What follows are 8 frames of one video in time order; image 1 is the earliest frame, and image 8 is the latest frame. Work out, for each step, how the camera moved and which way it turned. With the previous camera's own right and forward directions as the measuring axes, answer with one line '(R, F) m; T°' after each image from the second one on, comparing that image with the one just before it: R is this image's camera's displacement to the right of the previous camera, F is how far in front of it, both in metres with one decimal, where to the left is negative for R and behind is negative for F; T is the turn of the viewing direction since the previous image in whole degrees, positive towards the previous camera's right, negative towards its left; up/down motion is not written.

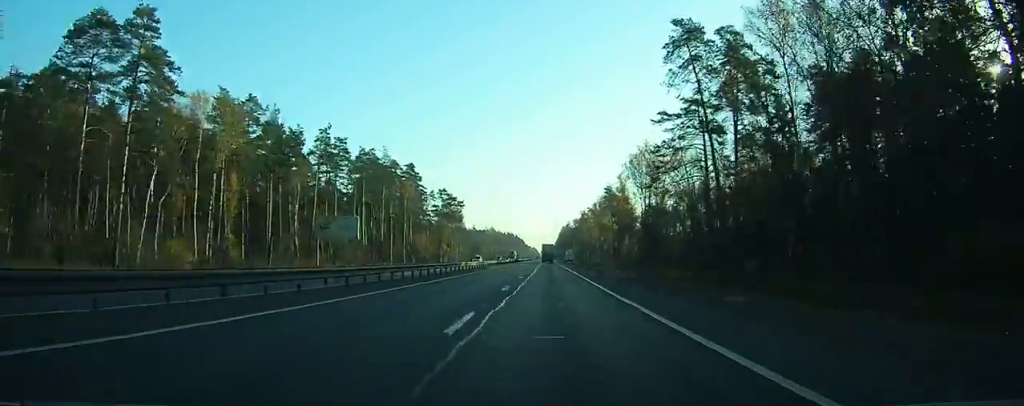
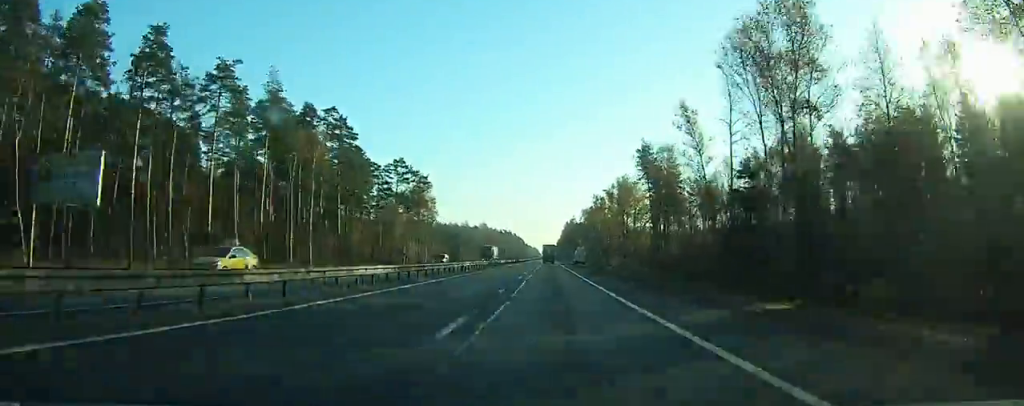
(+0.1, +48.9) m; 0°
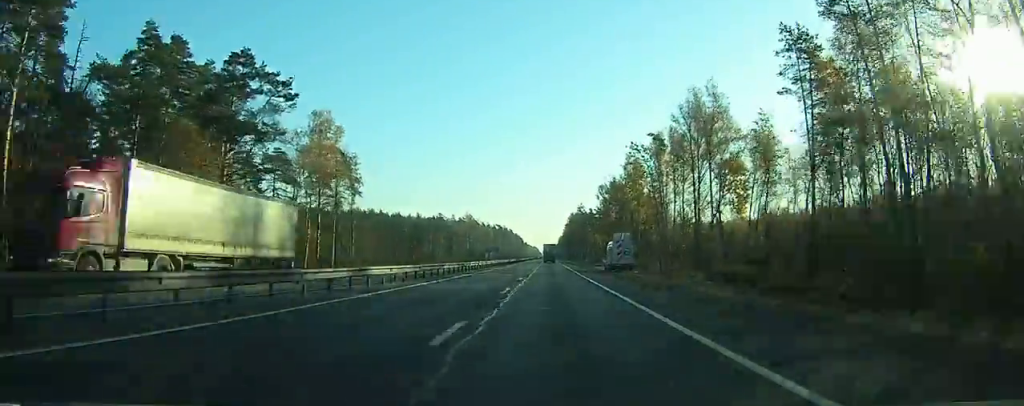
(+0.1, +60.8) m; 0°
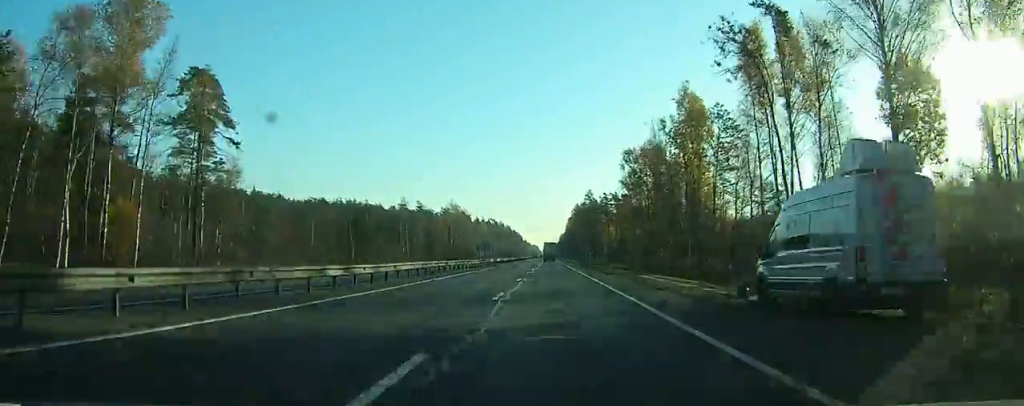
(-0.2, +39.8) m; 0°
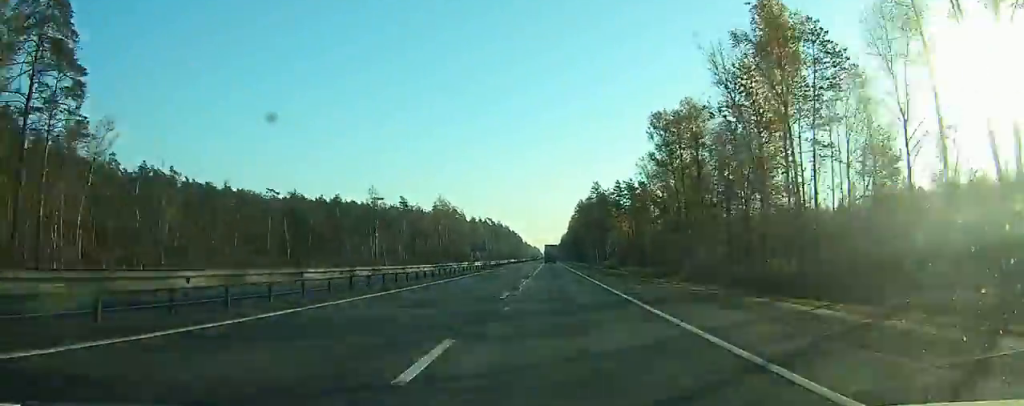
(0.0, +22.7) m; 0°
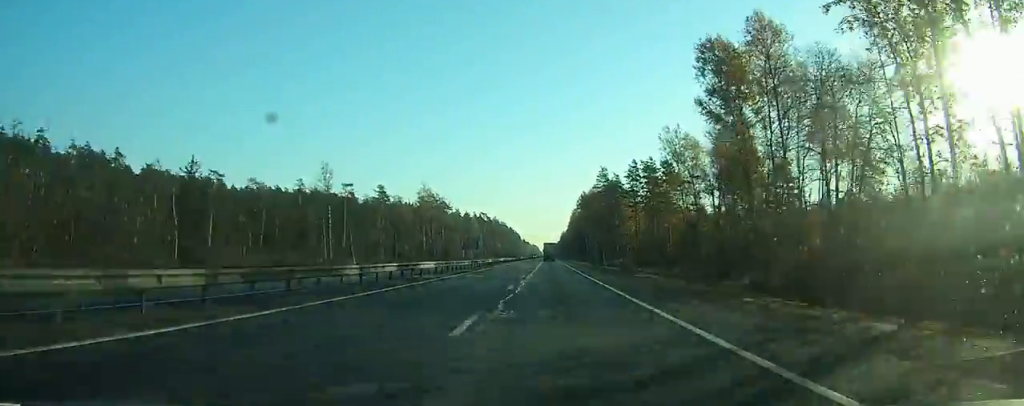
(-0.1, +21.1) m; 0°
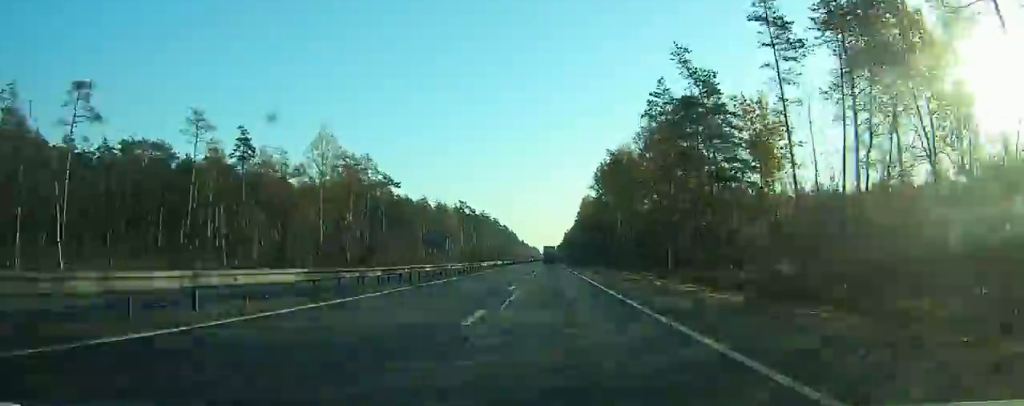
(+0.2, +70.3) m; 0°
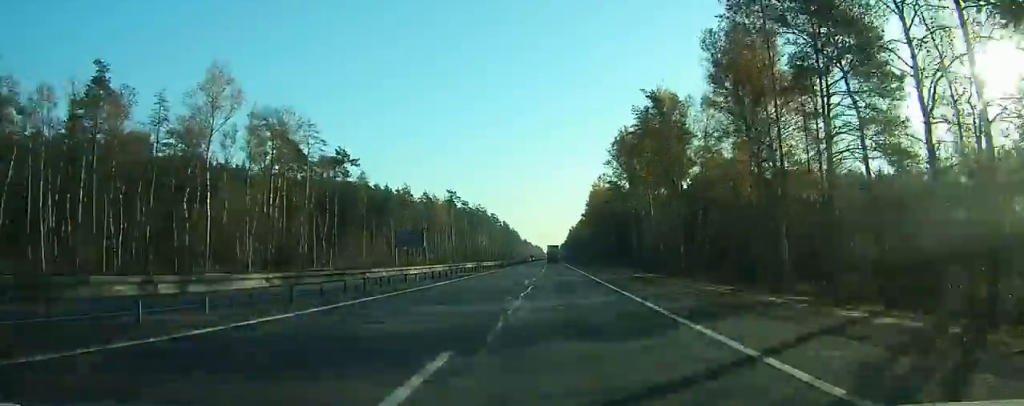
(0.0, +29.9) m; 0°
